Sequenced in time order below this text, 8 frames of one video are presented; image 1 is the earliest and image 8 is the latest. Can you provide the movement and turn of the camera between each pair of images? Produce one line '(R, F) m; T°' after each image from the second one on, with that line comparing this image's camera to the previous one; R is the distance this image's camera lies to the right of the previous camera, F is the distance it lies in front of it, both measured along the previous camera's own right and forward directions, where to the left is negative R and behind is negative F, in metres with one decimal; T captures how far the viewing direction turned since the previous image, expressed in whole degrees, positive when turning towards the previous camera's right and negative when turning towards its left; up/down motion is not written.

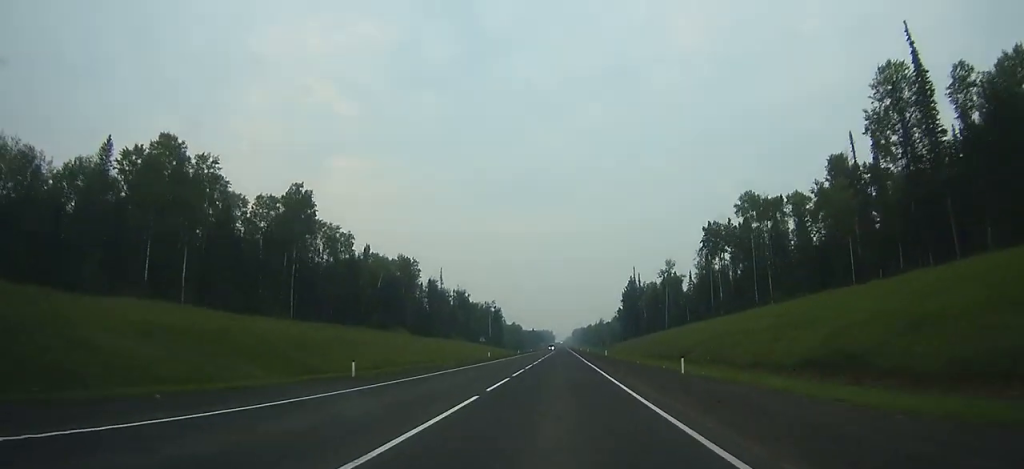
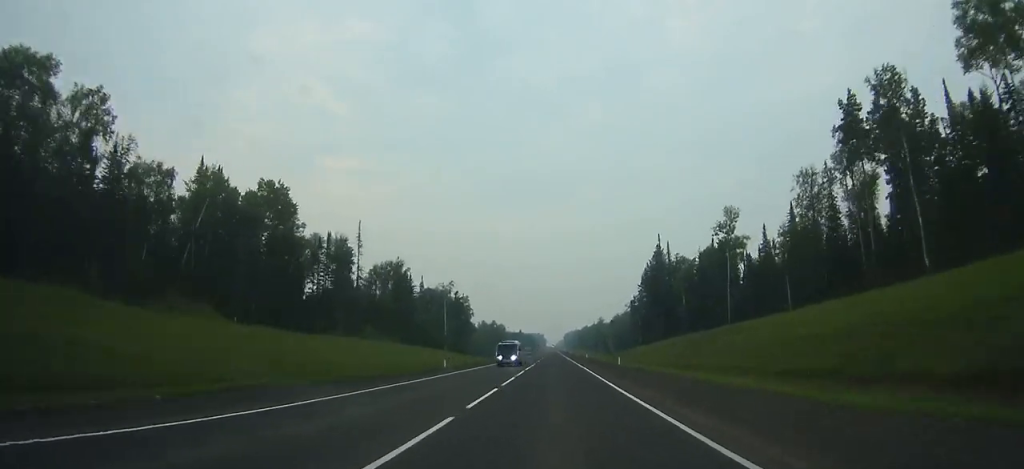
(0.0, +78.1) m; 0°
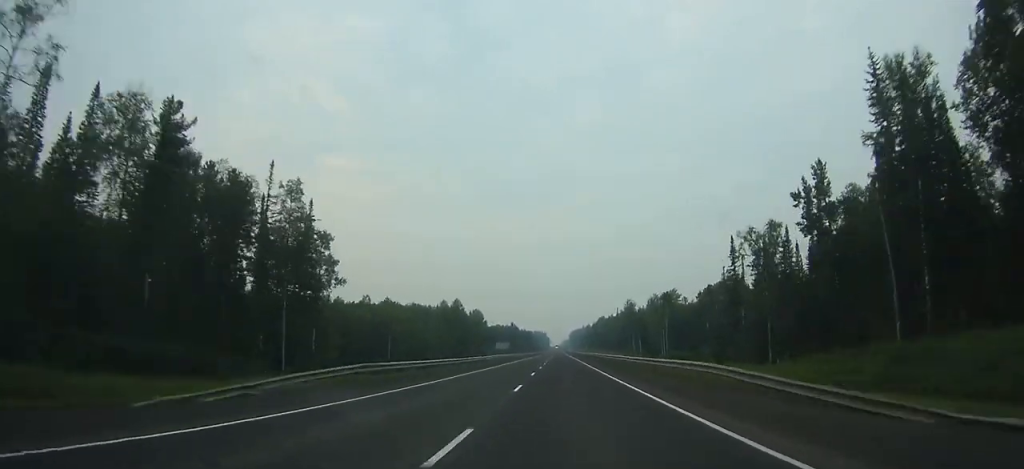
(0.0, +133.8) m; 0°
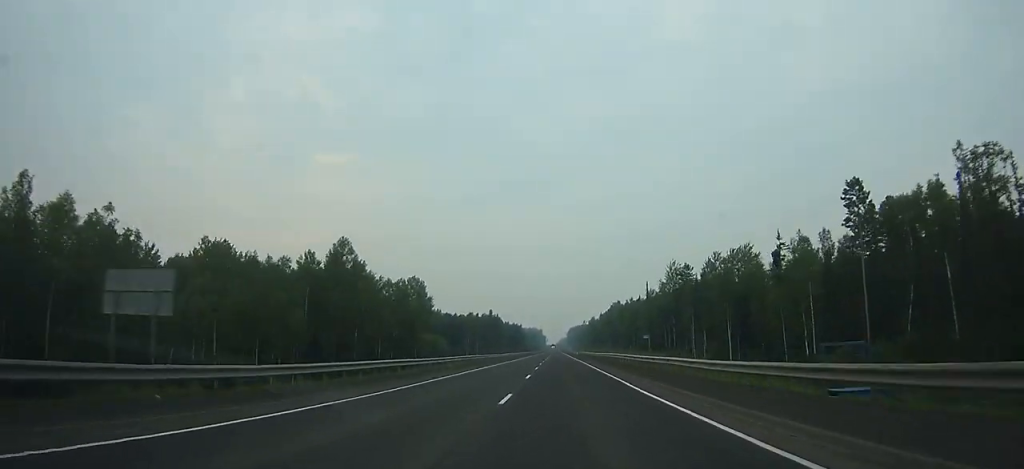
(+0.3, +98.5) m; 0°
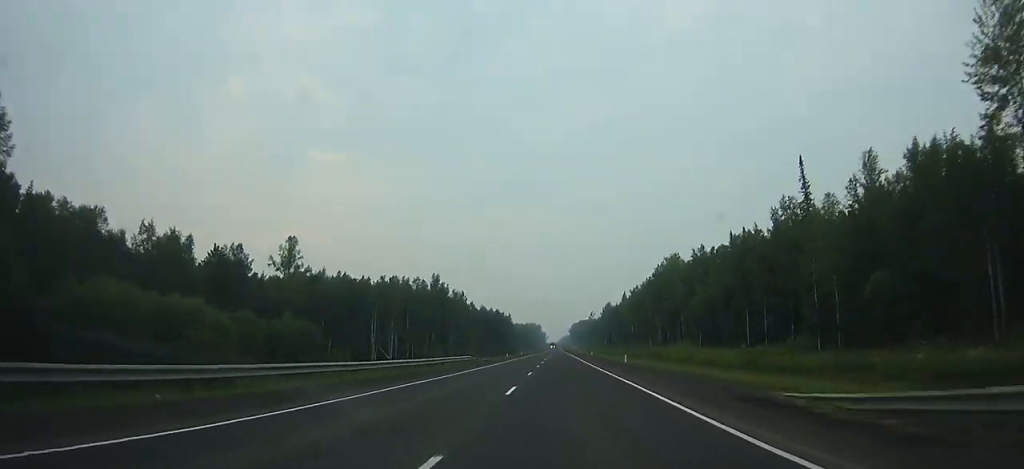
(0.0, +114.9) m; 0°
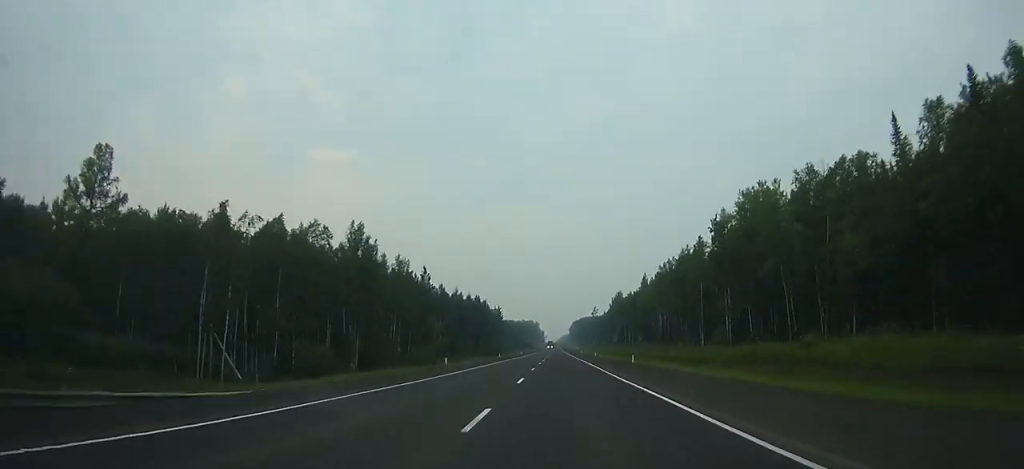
(-0.1, +52.9) m; 0°
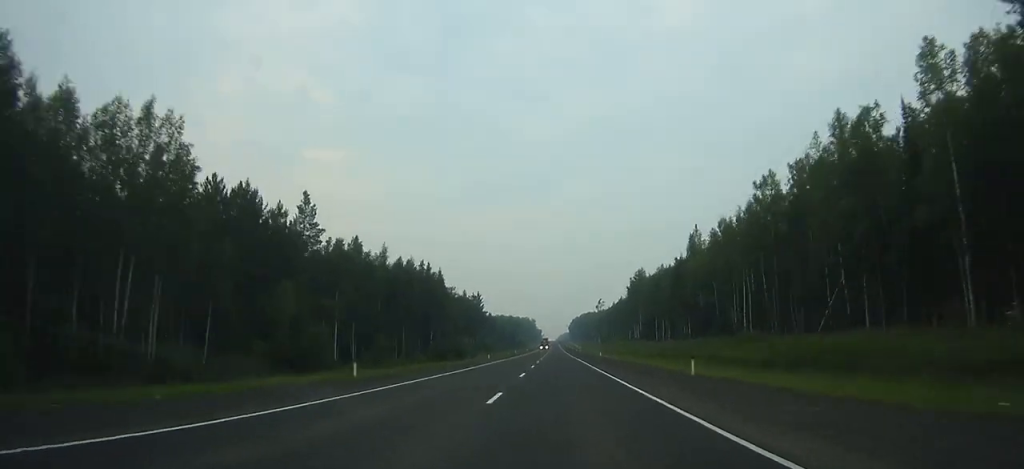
(+0.3, +68.6) m; 0°
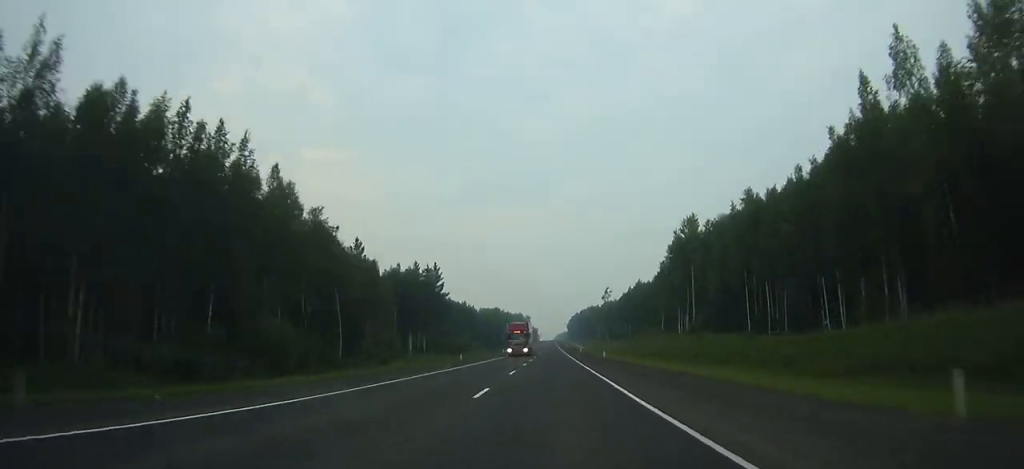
(+0.2, +72.3) m; 0°
